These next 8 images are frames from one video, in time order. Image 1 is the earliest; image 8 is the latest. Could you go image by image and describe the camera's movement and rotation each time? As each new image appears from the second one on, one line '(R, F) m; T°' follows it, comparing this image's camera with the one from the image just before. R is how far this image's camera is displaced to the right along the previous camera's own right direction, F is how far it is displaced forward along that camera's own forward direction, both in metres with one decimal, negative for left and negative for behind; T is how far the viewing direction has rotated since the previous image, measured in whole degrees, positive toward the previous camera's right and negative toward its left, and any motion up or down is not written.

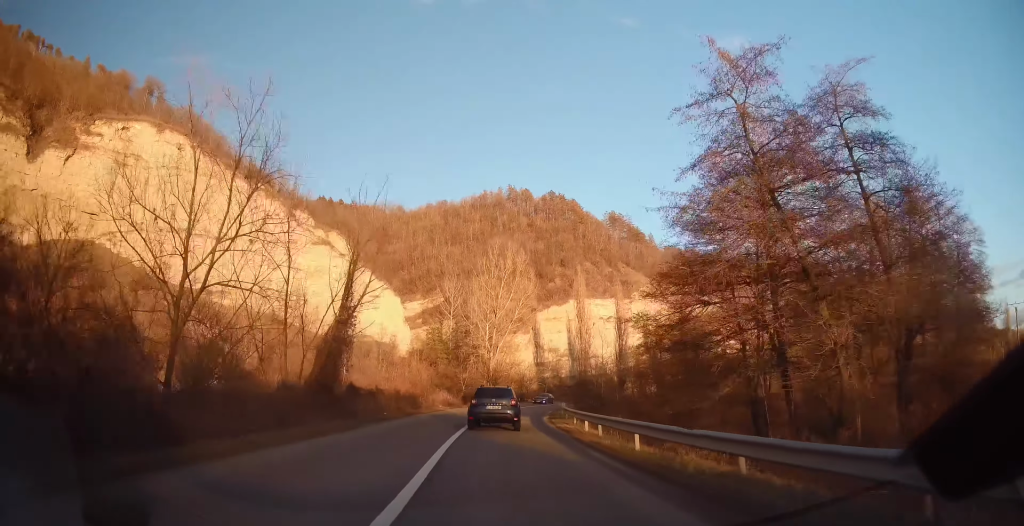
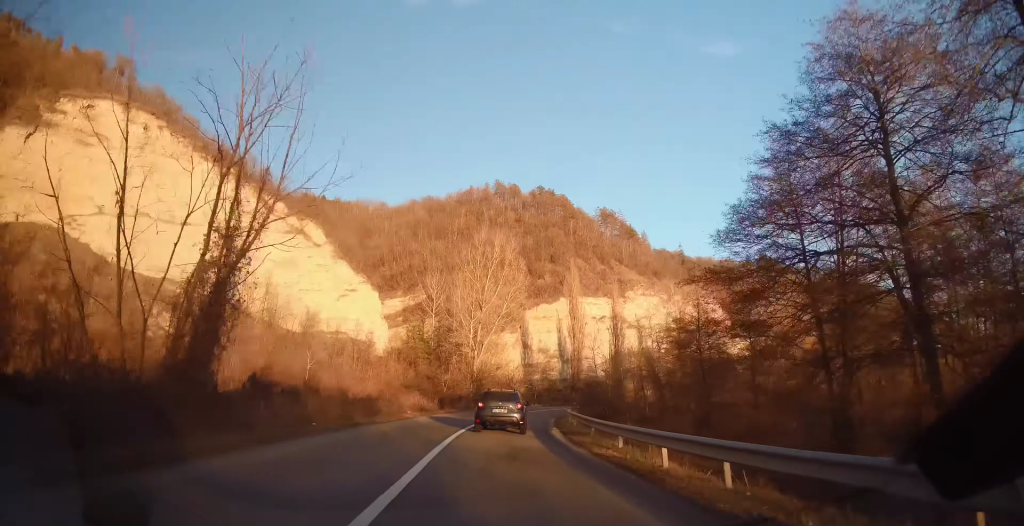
(-0.2, +9.6) m; +1°
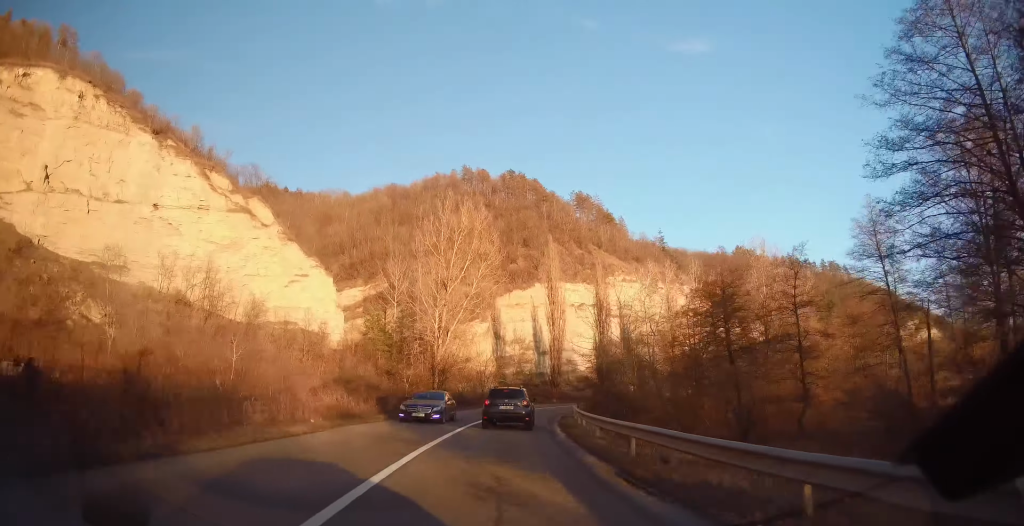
(+0.6, +13.2) m; +3°
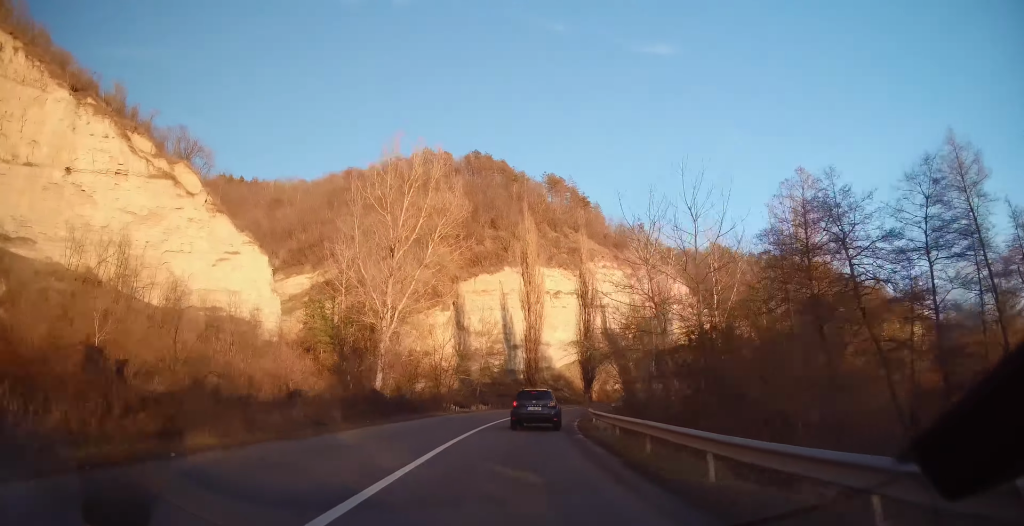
(+0.4, +16.9) m; +5°
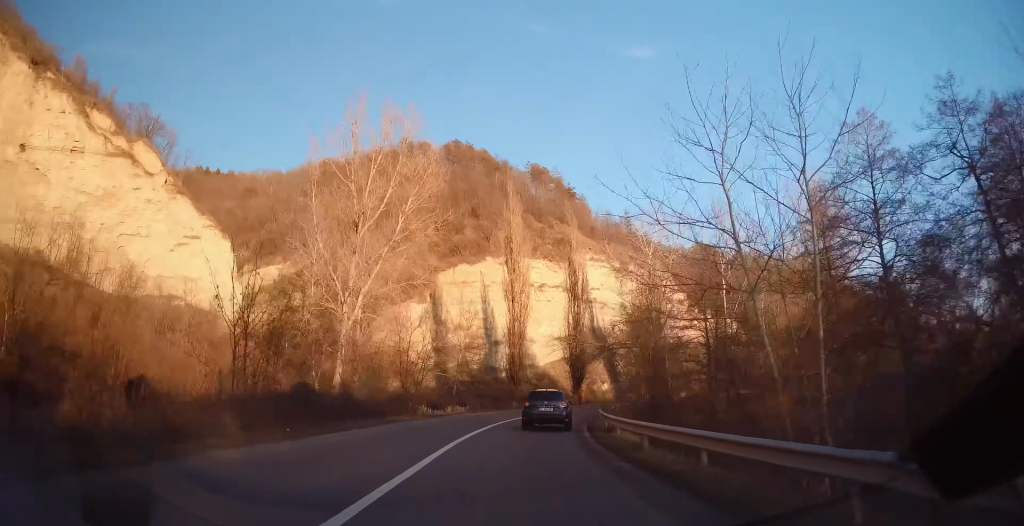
(+0.3, +7.3) m; +3°
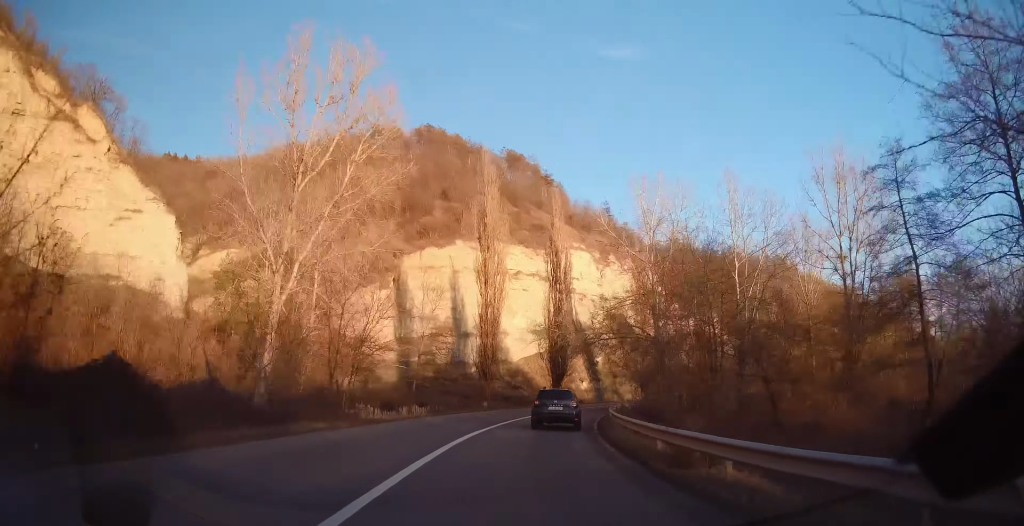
(0.0, +8.9) m; +4°
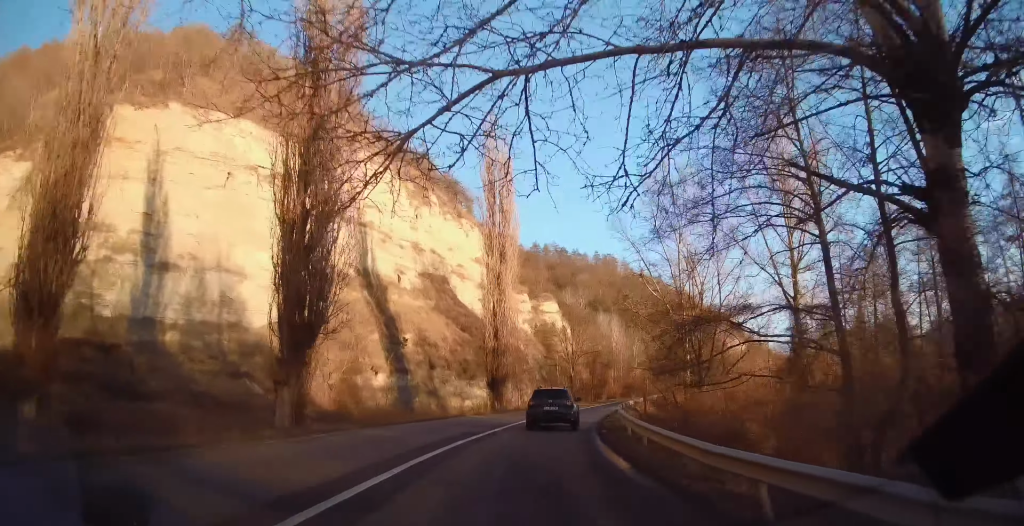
(+7.3, +41.4) m; +20°
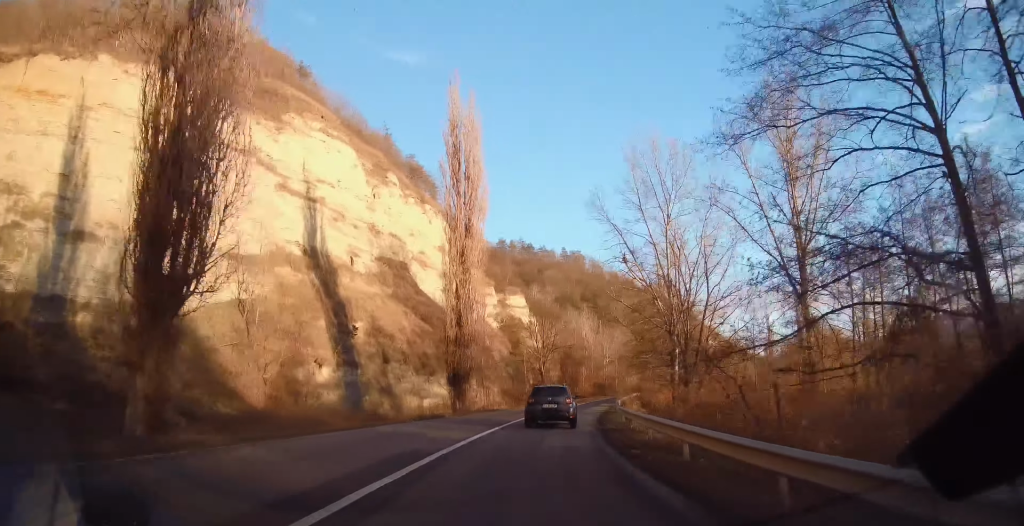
(+0.3, +6.9) m; +4°
